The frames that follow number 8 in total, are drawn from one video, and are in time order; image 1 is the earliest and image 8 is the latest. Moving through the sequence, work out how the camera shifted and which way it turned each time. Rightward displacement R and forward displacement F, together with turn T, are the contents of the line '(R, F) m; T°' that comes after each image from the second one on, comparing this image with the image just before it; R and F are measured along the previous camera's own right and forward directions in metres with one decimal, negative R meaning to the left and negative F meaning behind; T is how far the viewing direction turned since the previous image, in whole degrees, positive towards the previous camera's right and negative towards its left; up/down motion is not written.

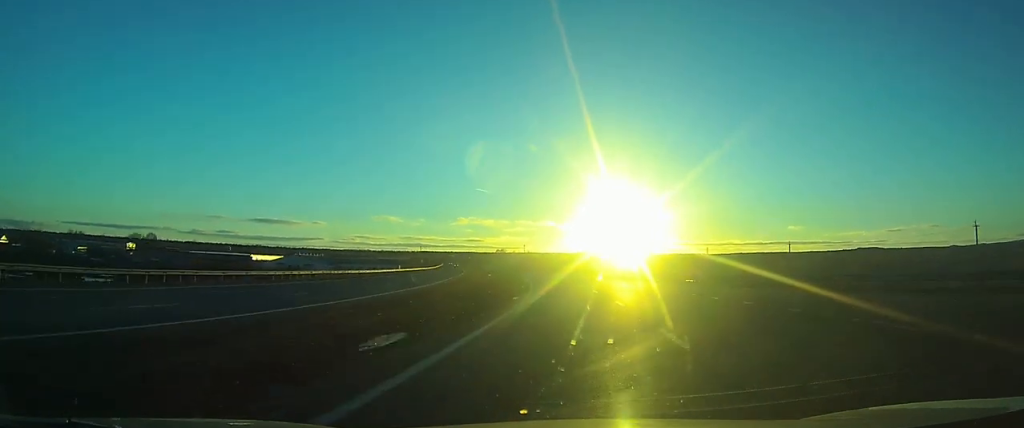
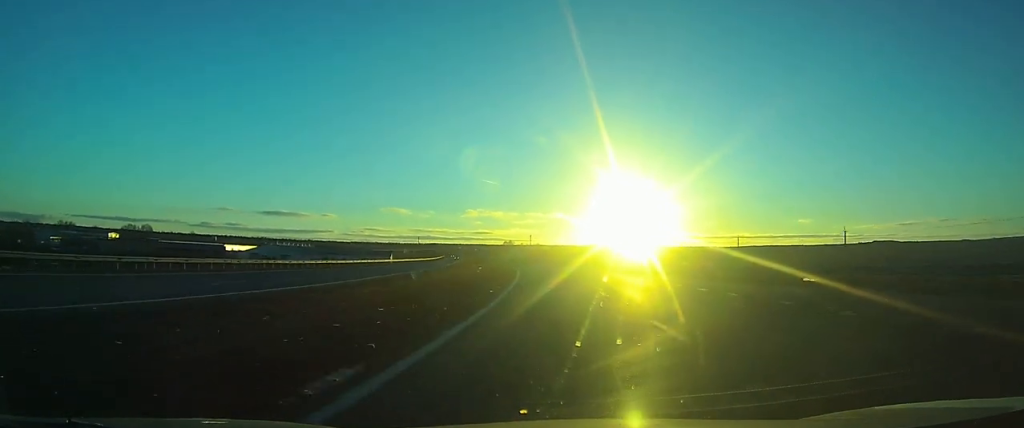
(-0.5, +23.1) m; -2°
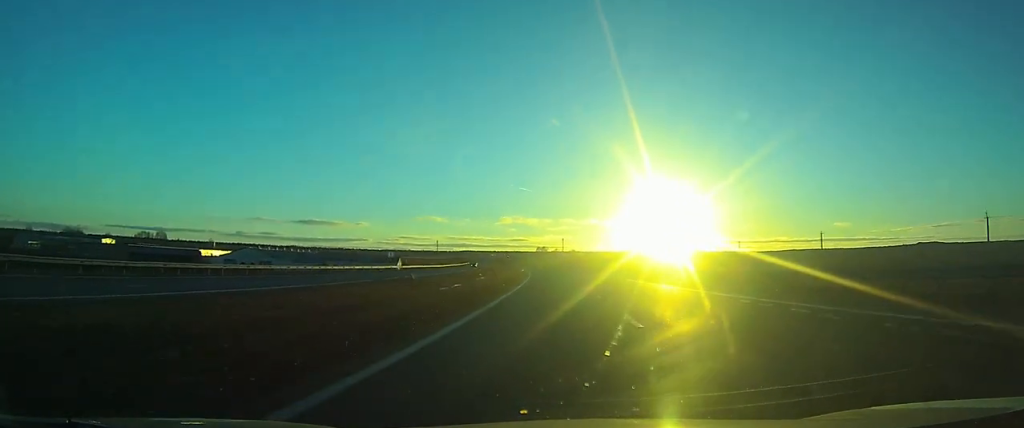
(-0.2, +31.3) m; -2°
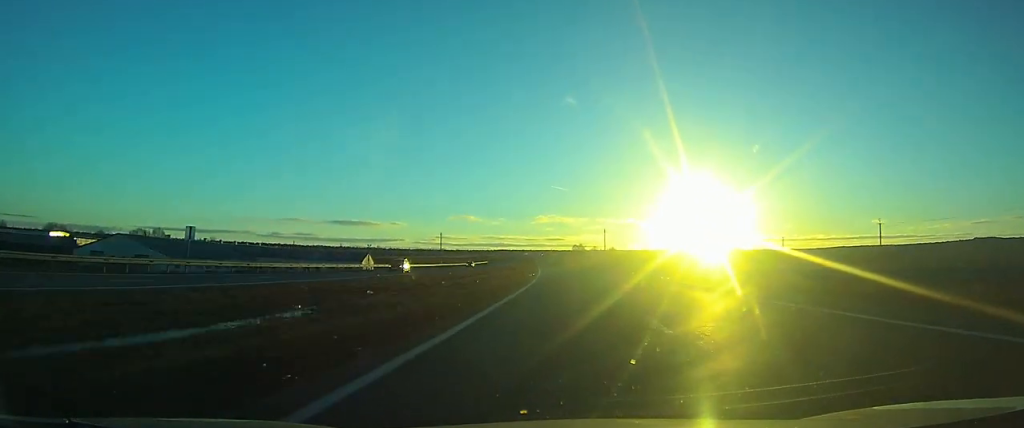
(-2.4, +59.0) m; -3°
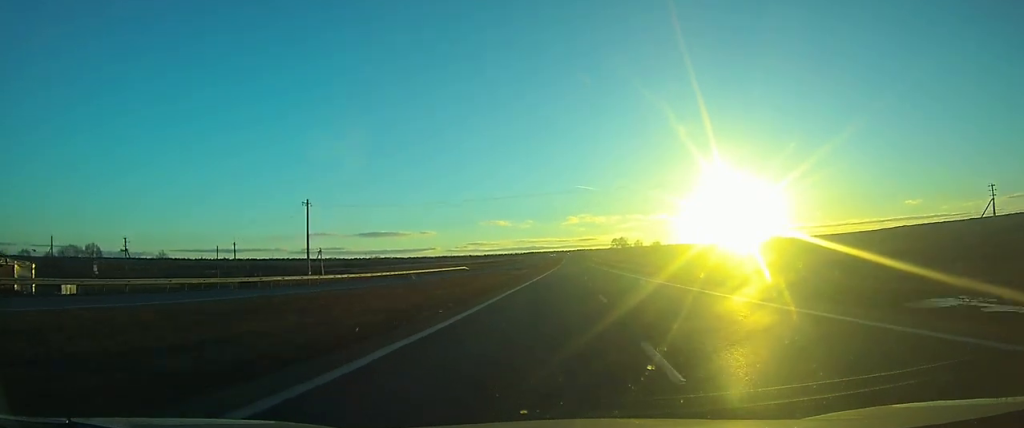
(-5.2, +125.9) m; -4°
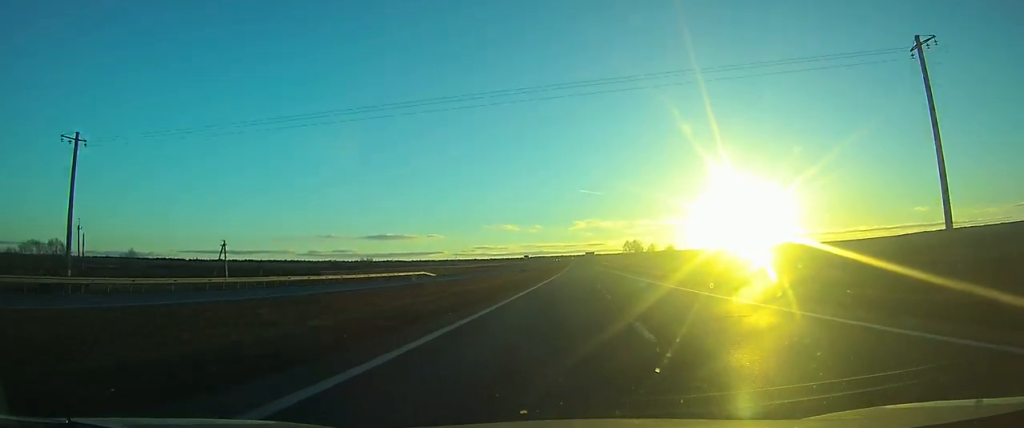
(-0.2, +43.3) m; 0°
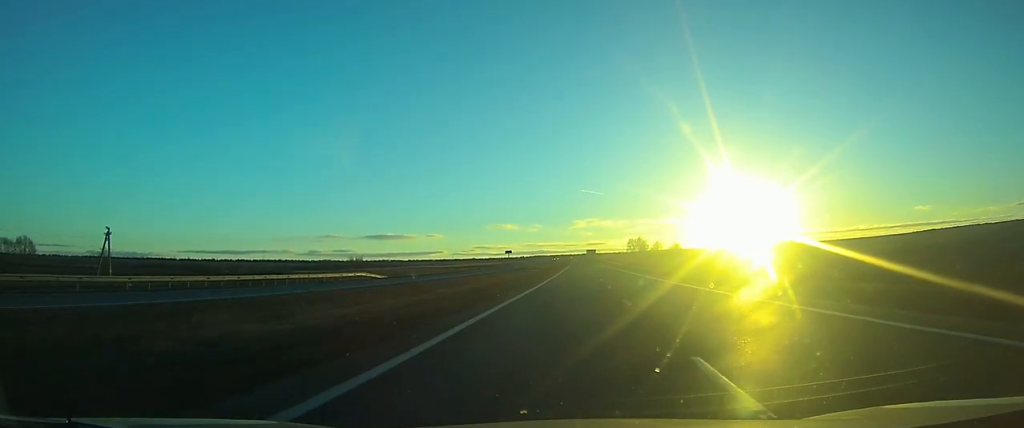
(-0.1, +27.3) m; 0°
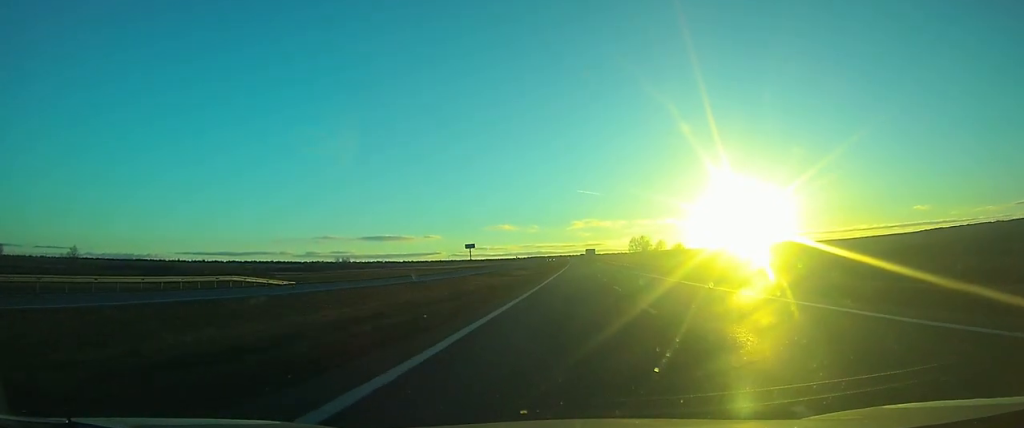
(+0.1, +25.6) m; 0°
